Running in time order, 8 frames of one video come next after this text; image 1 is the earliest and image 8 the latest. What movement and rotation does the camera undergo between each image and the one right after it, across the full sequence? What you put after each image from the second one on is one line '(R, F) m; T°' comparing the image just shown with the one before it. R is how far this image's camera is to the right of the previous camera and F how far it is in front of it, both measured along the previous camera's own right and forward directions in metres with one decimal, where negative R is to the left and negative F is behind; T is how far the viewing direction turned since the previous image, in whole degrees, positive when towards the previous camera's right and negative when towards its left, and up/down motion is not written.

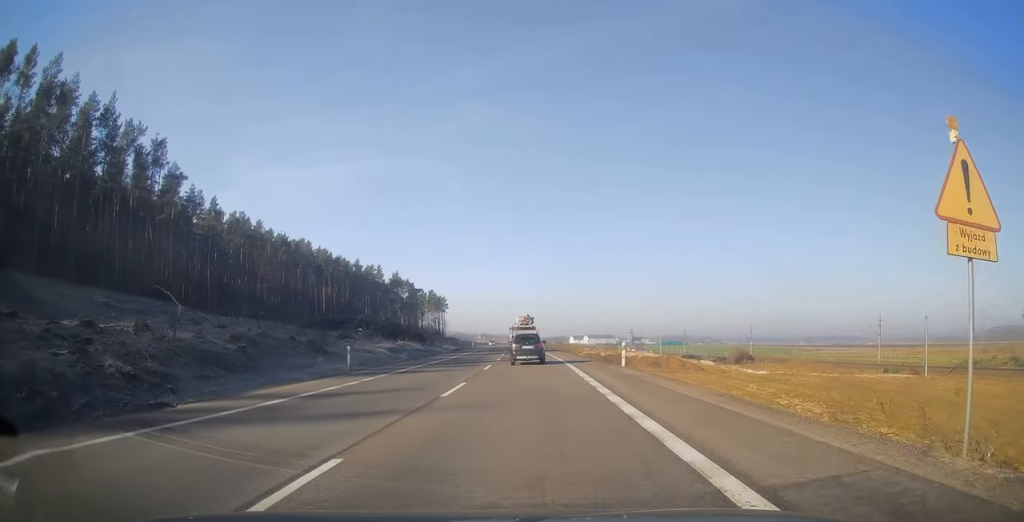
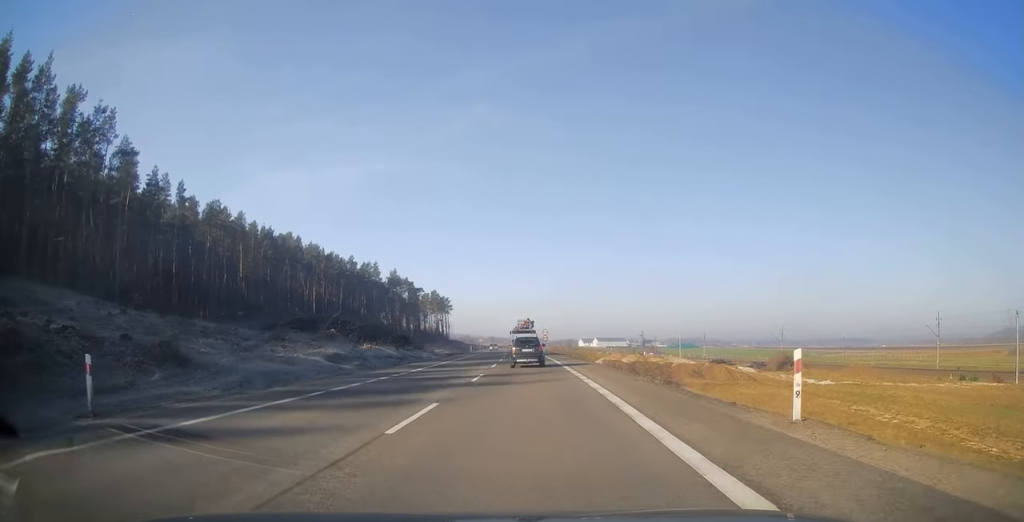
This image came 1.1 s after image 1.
(-0.3, +17.7) m; -2°
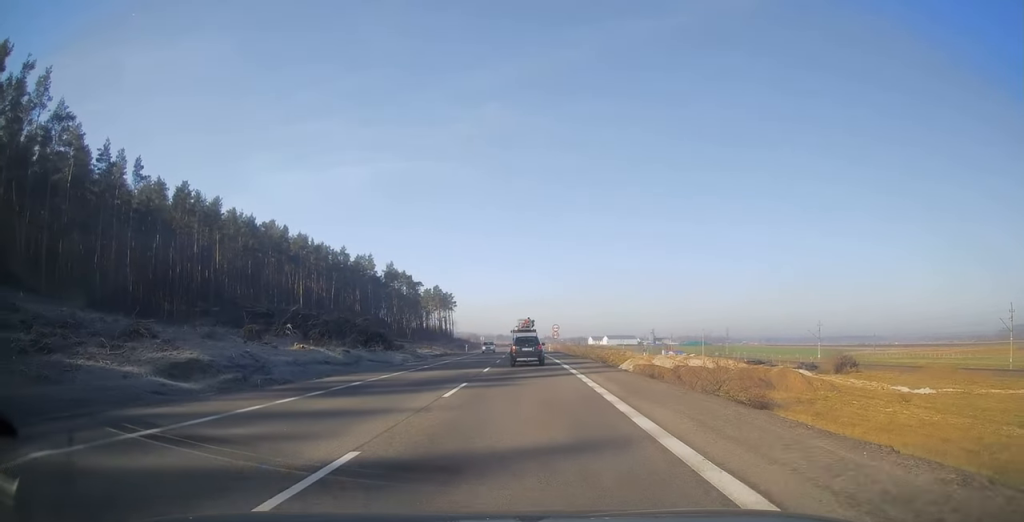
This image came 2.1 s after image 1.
(-0.1, +17.9) m; 0°
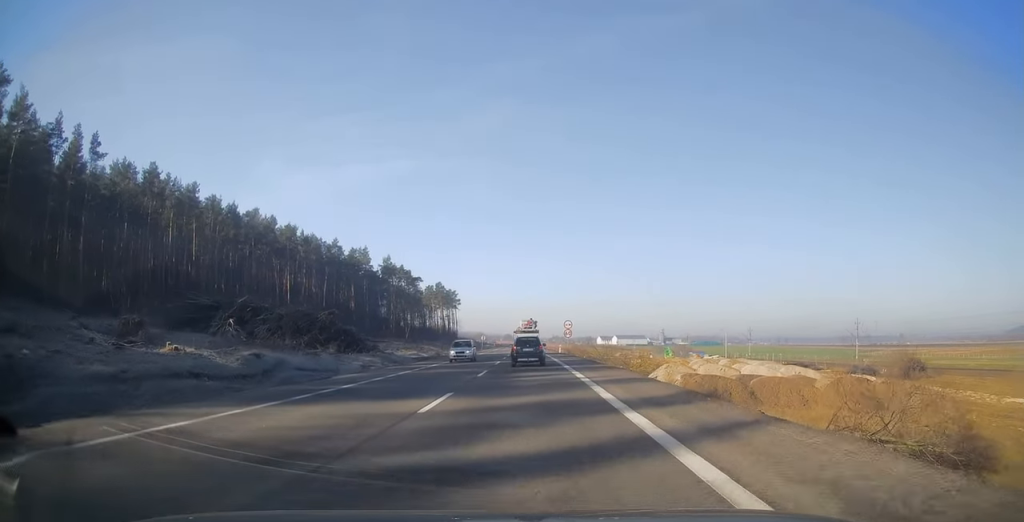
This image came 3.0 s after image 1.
(0.0, +15.2) m; 0°
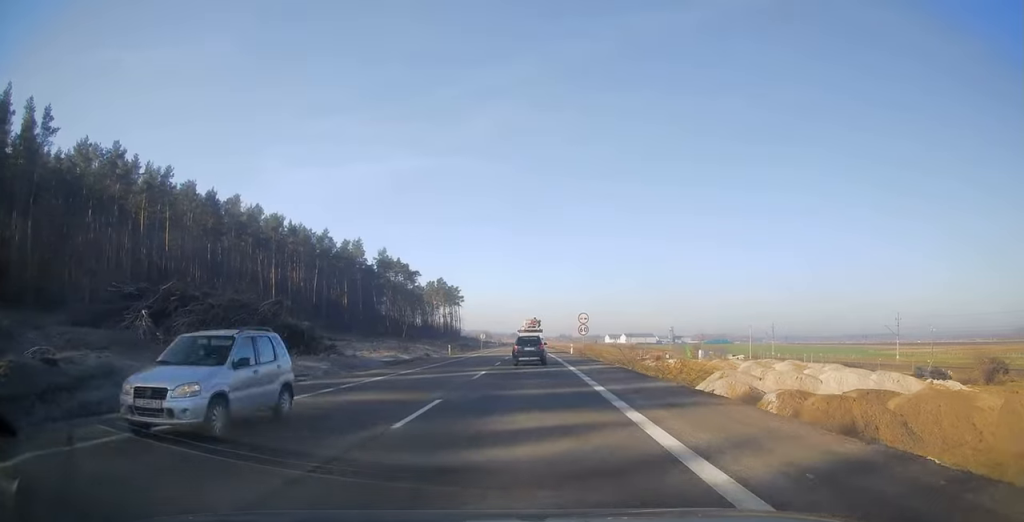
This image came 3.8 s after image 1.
(-0.1, +14.2) m; -1°
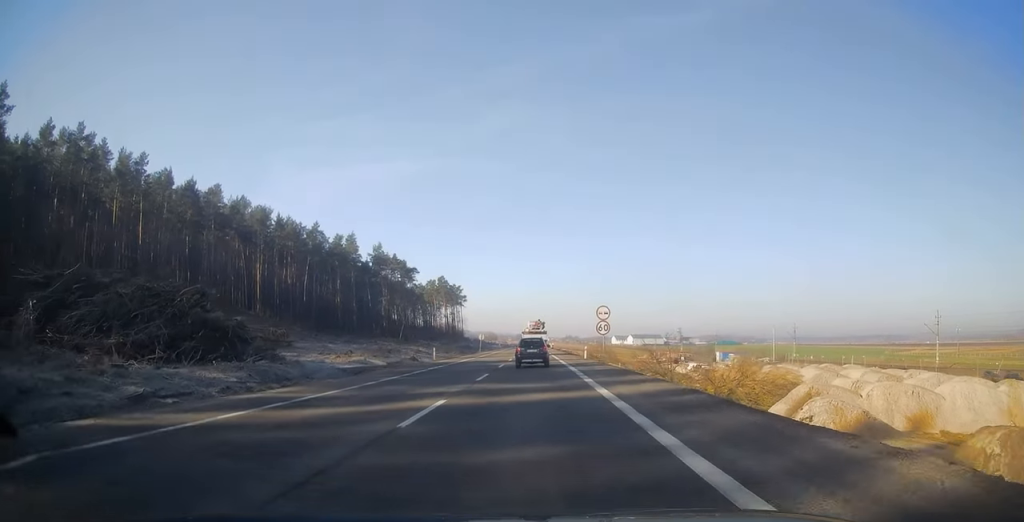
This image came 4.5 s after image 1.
(-0.2, +11.9) m; 0°
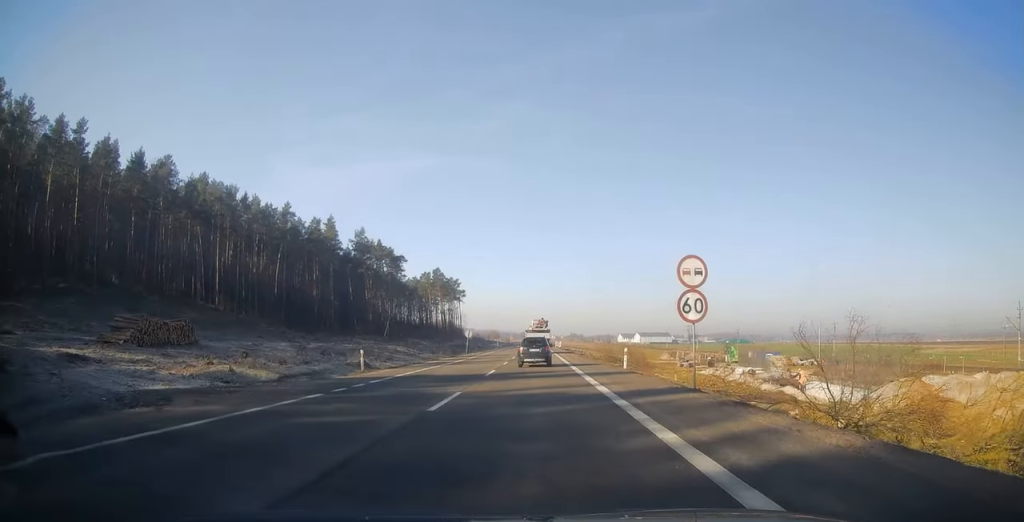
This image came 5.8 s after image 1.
(+0.2, +21.6) m; 0°
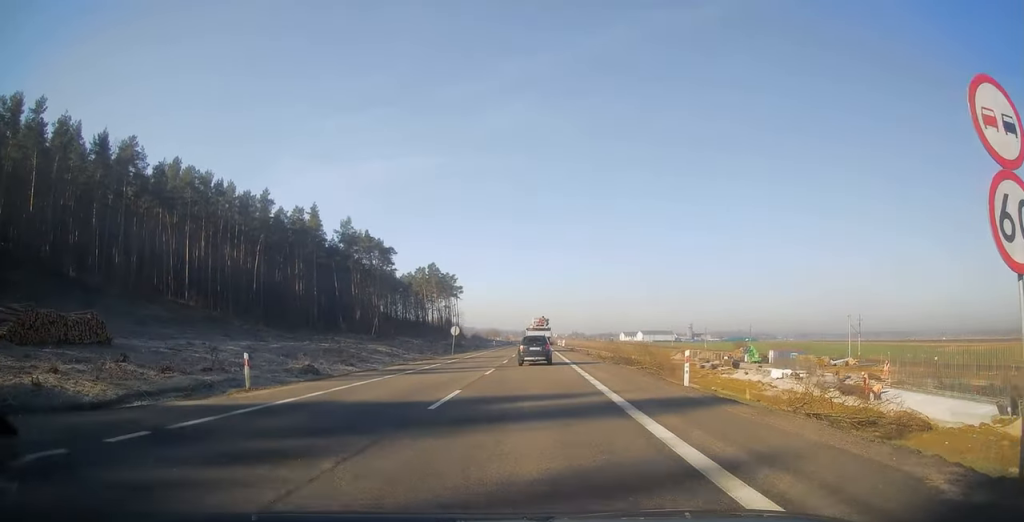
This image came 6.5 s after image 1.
(-0.1, +12.0) m; 0°
